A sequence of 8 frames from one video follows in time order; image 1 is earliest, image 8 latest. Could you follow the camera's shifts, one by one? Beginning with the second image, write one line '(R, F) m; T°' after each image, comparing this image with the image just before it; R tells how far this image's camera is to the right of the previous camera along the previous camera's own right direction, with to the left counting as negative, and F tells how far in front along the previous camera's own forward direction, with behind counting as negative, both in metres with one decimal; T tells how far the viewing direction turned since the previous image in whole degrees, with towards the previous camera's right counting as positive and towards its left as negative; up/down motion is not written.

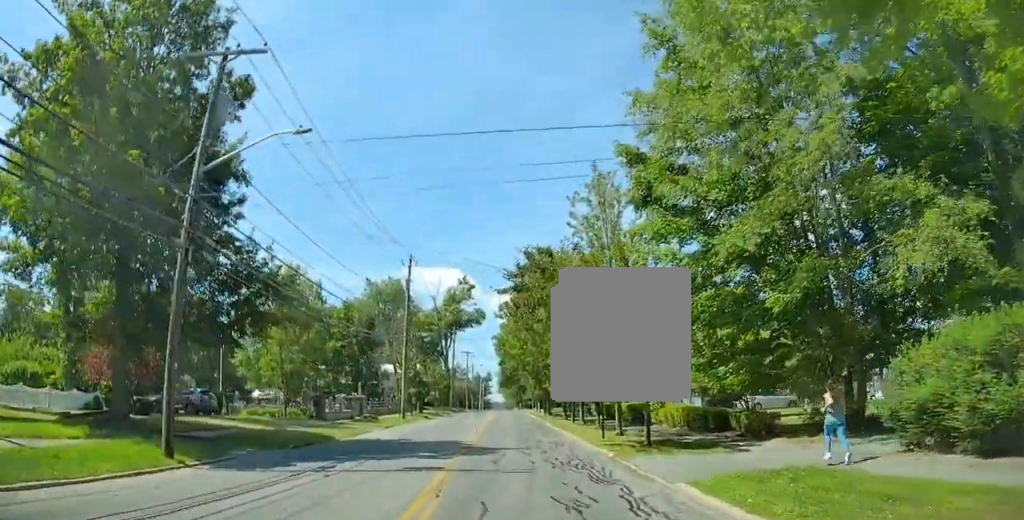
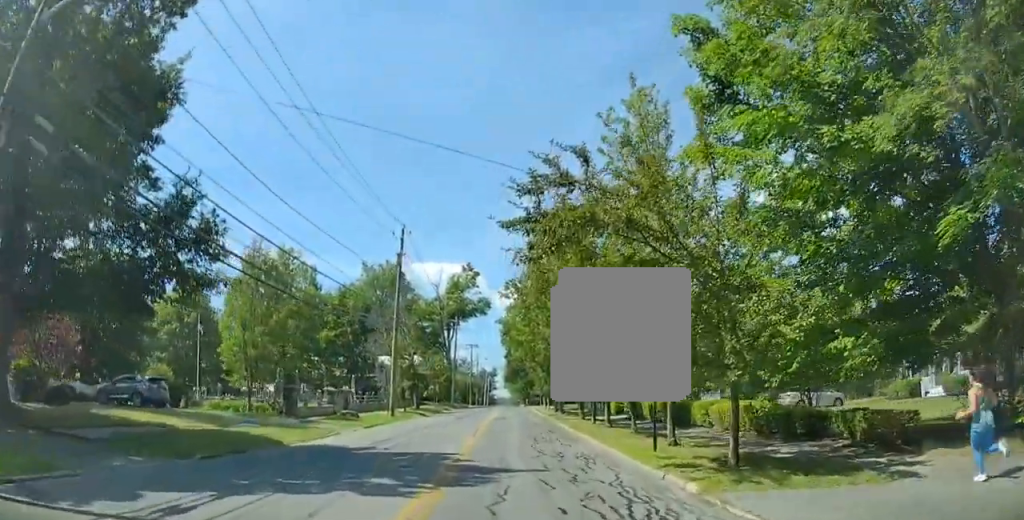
(+0.2, +6.7) m; 0°
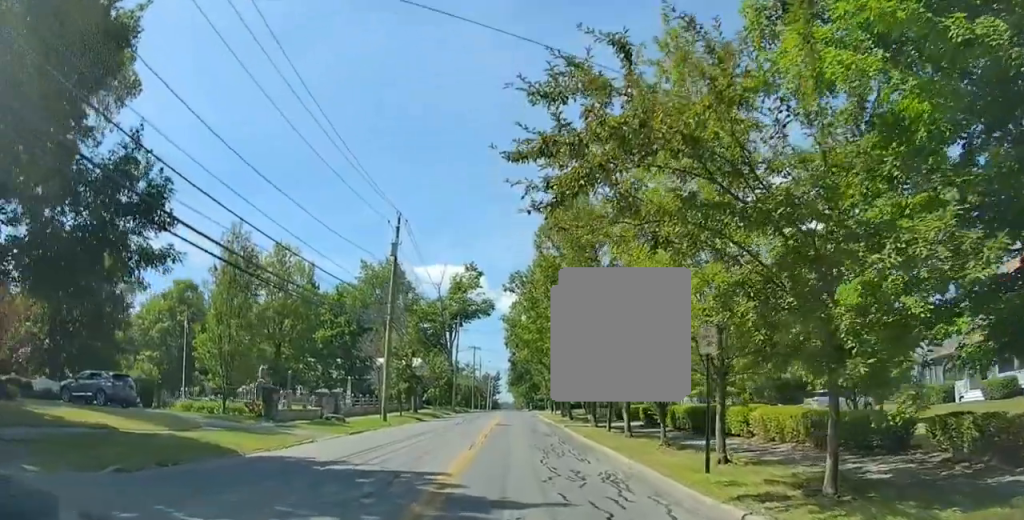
(+0.1, +3.9) m; 0°
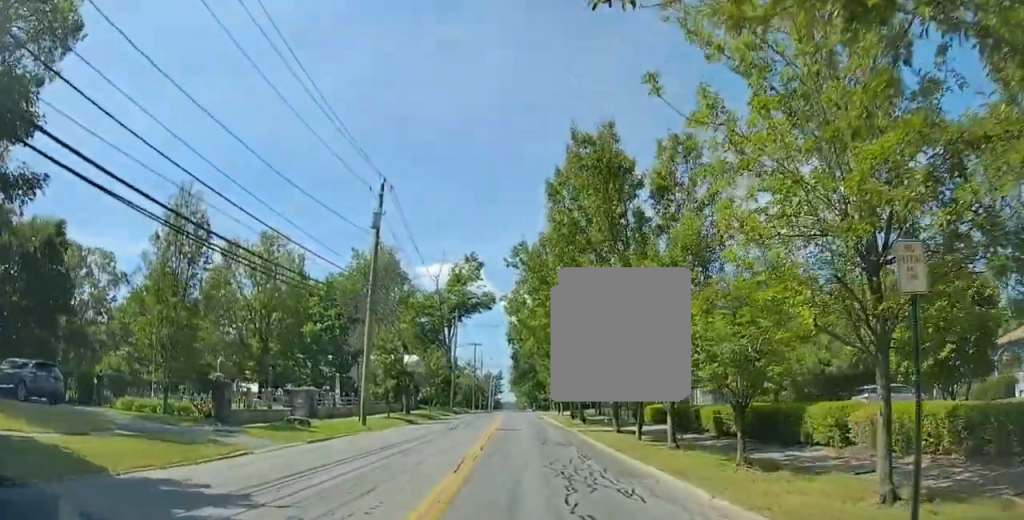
(-0.3, +6.2) m; -1°
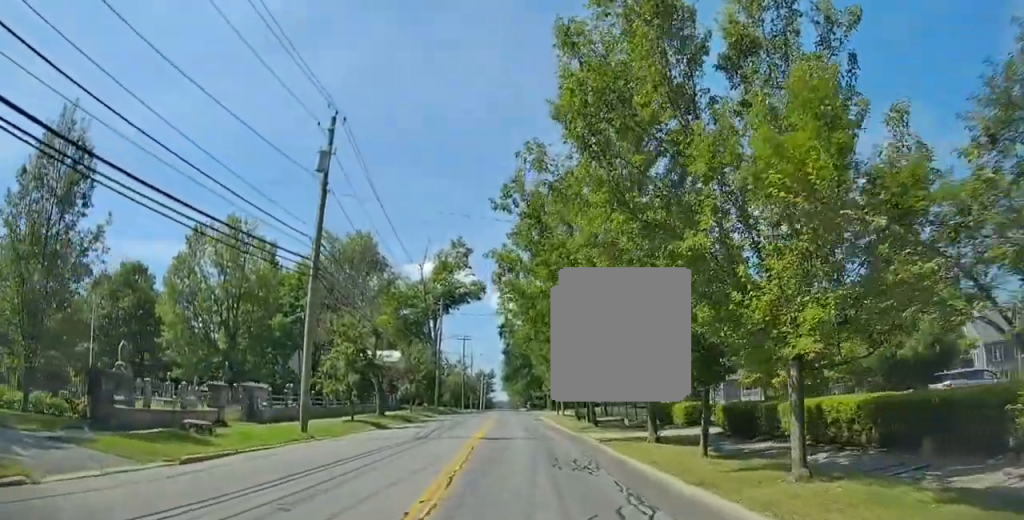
(+0.1, +8.6) m; 0°
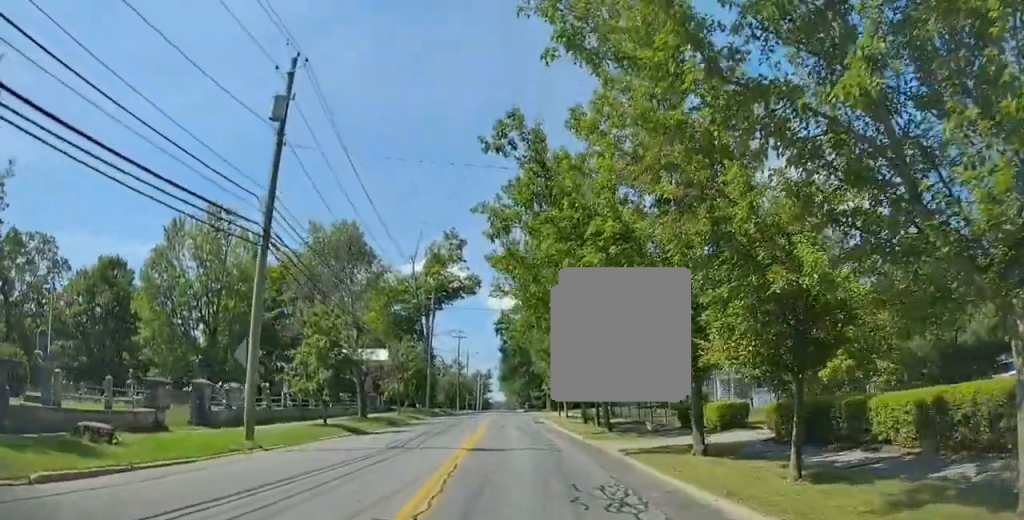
(-0.1, +4.9) m; +1°
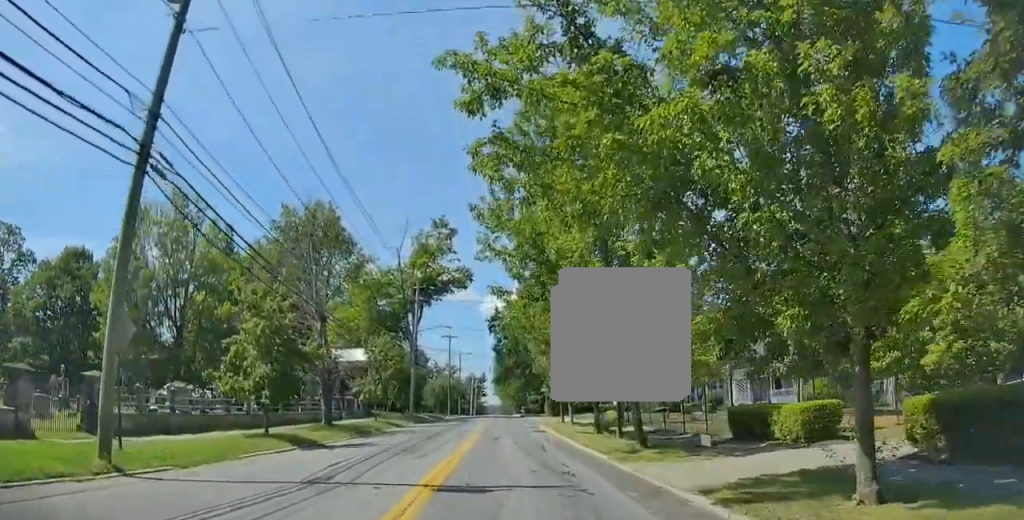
(+0.1, +7.2) m; +2°
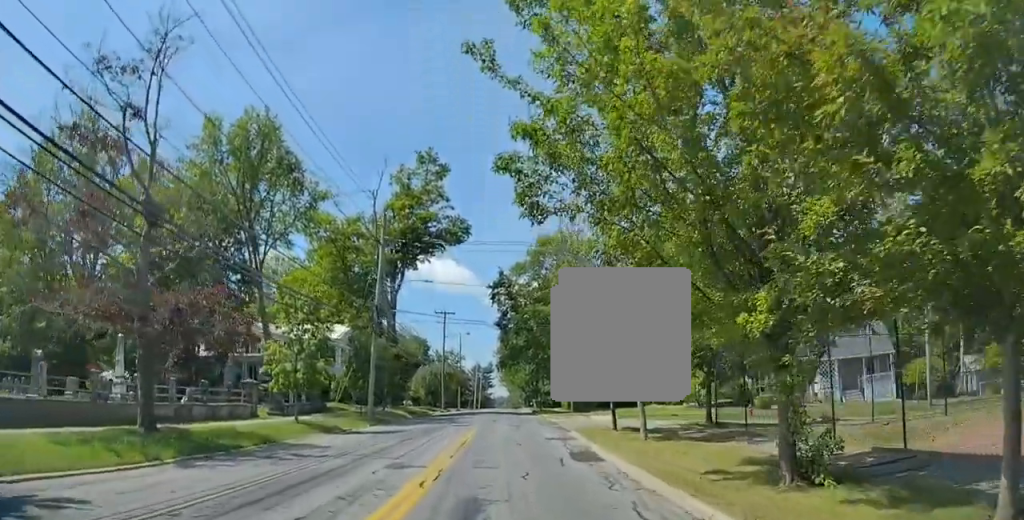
(-0.1, +18.6) m; -2°
